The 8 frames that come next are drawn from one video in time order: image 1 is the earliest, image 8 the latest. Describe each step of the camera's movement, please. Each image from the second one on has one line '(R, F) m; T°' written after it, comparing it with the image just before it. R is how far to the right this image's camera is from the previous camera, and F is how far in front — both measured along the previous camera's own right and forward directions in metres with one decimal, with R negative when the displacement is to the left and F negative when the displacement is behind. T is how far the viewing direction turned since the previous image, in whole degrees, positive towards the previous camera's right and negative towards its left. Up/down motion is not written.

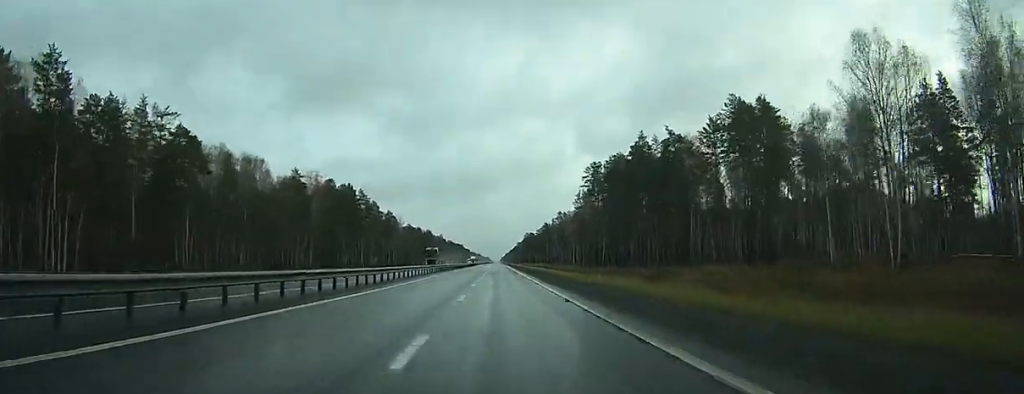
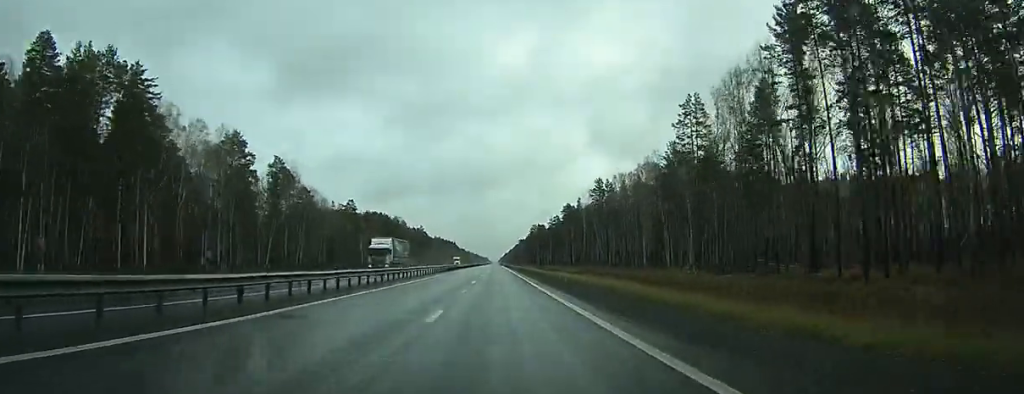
(-0.6, +141.8) m; 0°
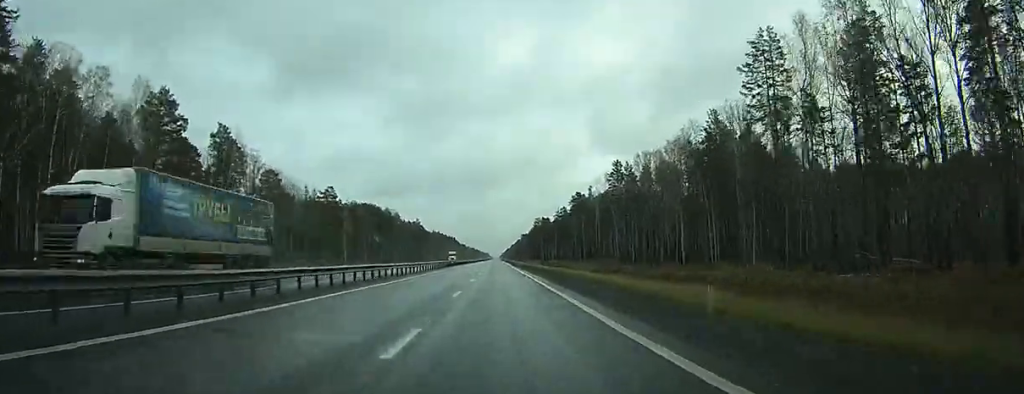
(+0.1, +28.2) m; 0°
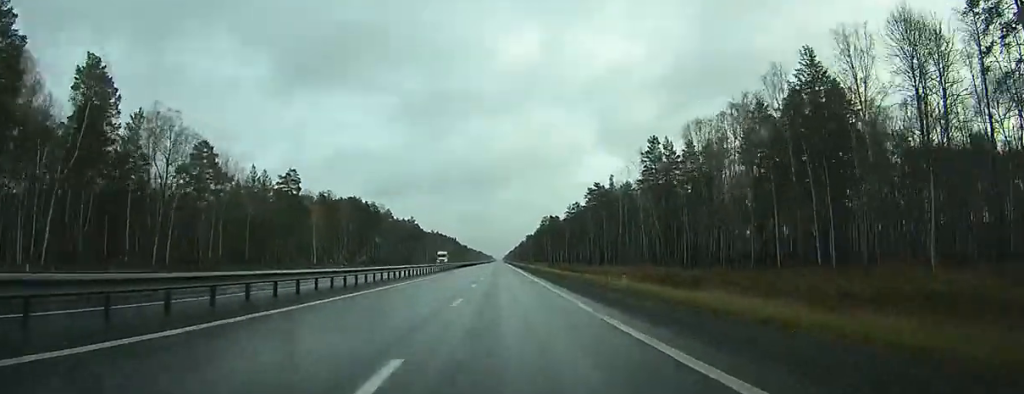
(+0.1, +37.3) m; 0°
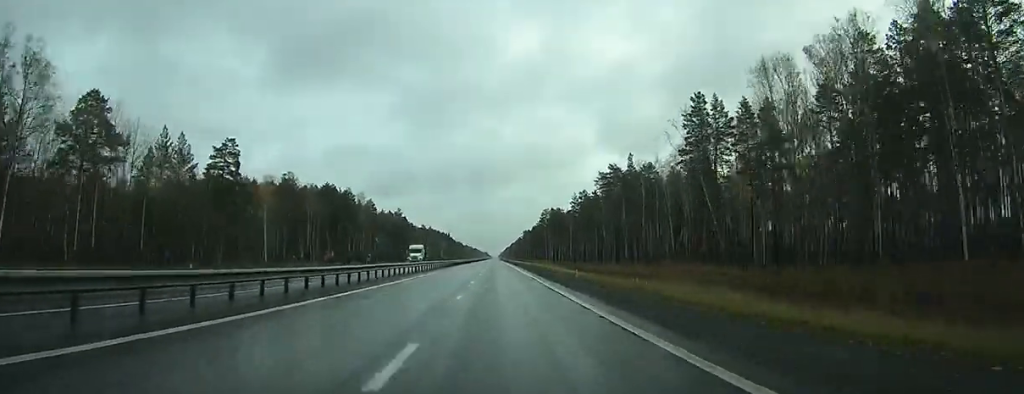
(0.0, +33.0) m; 0°
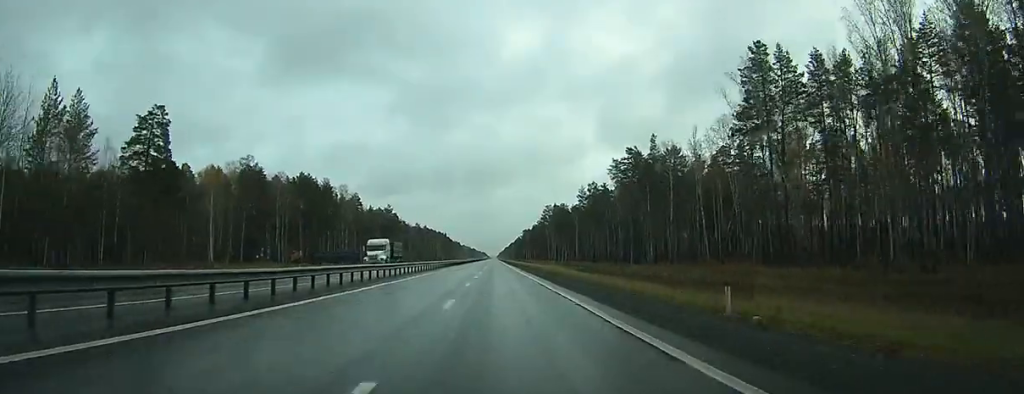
(0.0, +26.3) m; 0°
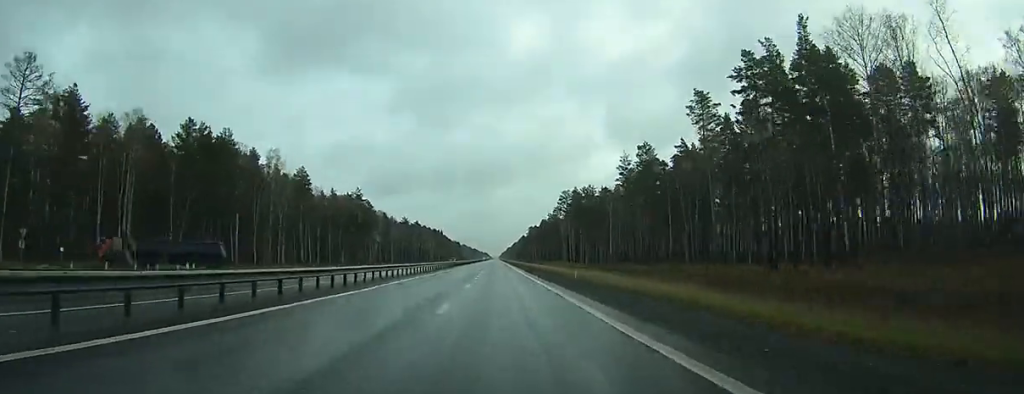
(0.0, +76.2) m; 0°
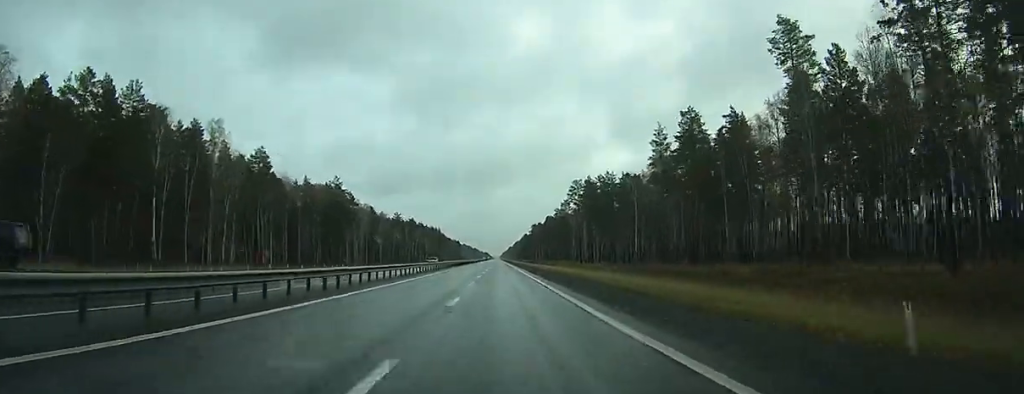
(0.0, +34.5) m; 0°
